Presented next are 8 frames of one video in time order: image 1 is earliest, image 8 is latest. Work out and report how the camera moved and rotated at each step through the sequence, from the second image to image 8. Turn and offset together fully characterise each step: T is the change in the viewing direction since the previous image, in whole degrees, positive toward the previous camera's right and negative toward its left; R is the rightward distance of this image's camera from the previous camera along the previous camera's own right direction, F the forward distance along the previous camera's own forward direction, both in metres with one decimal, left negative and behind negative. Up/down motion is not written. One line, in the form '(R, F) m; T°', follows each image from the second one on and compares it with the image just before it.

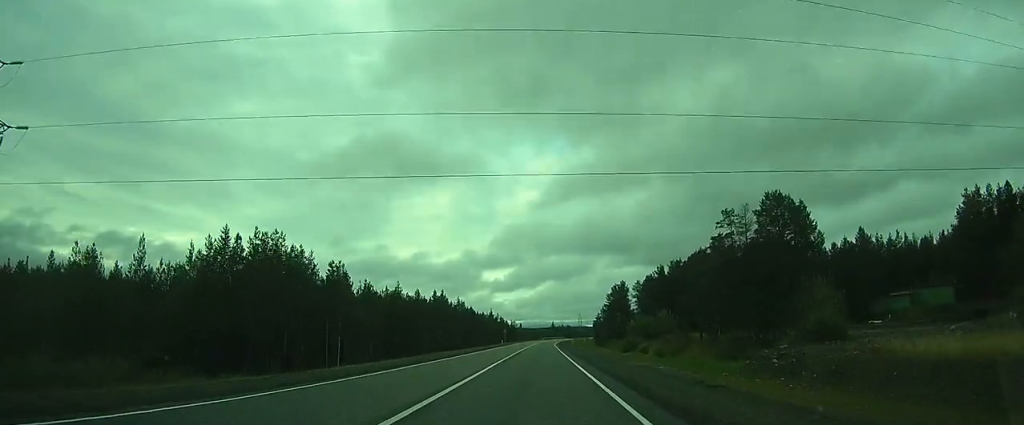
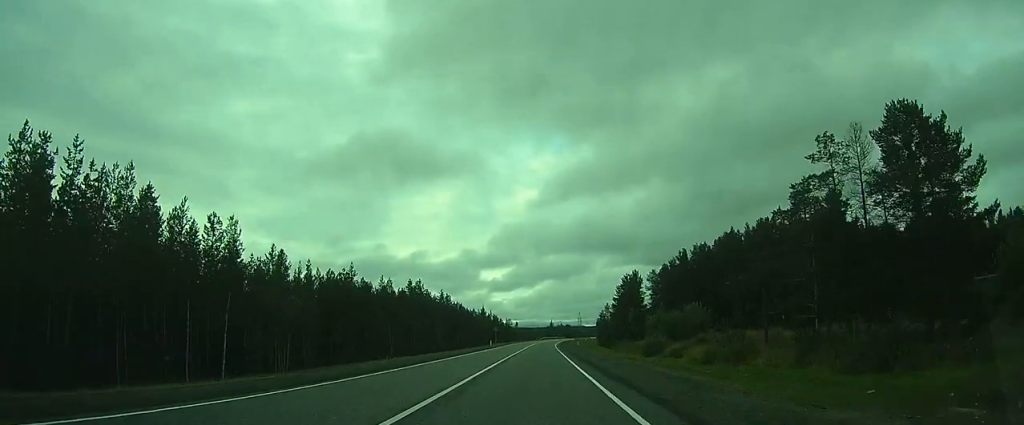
(-0.1, +17.9) m; 0°
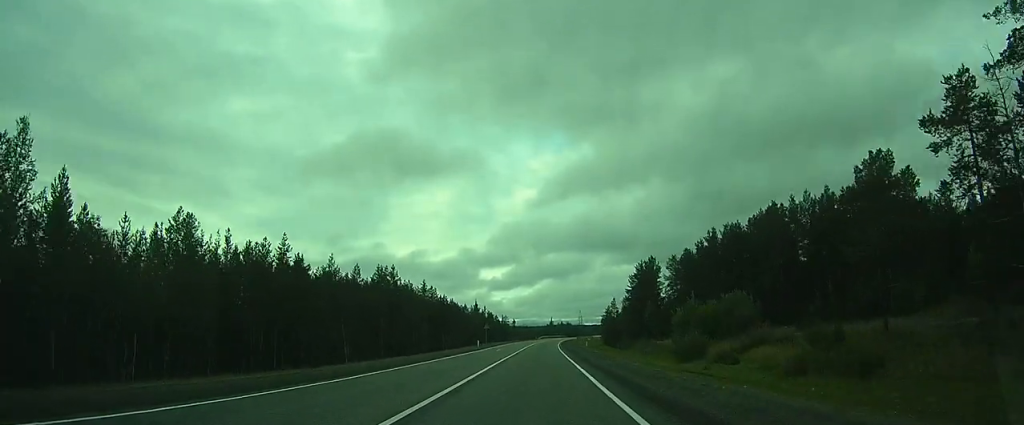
(-0.1, +15.5) m; 0°
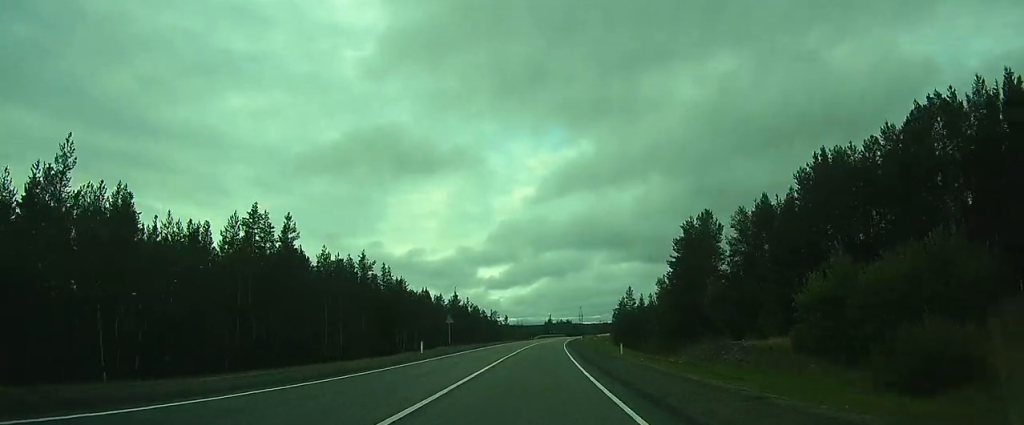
(0.0, +32.8) m; 0°
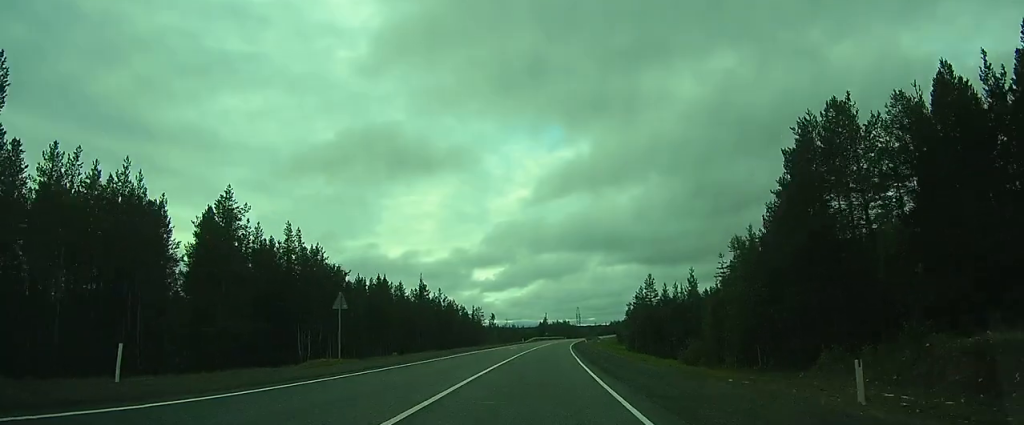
(0.0, +33.9) m; 0°
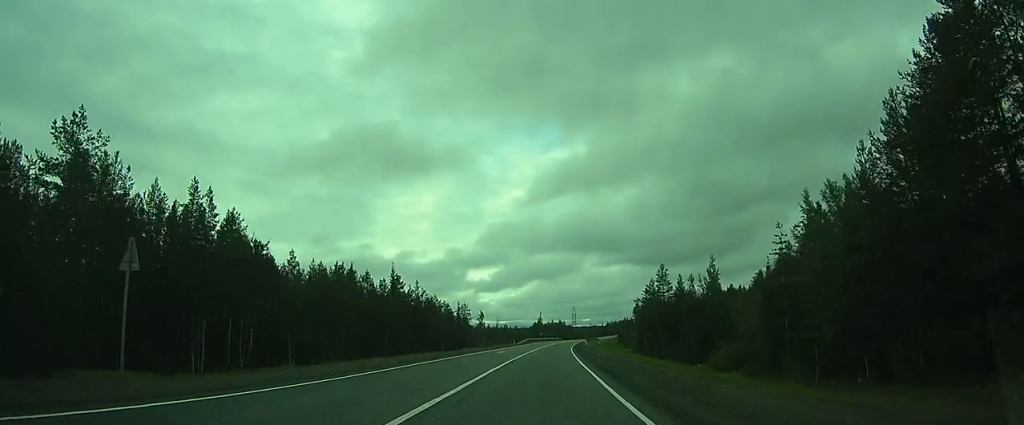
(0.0, +17.0) m; 0°
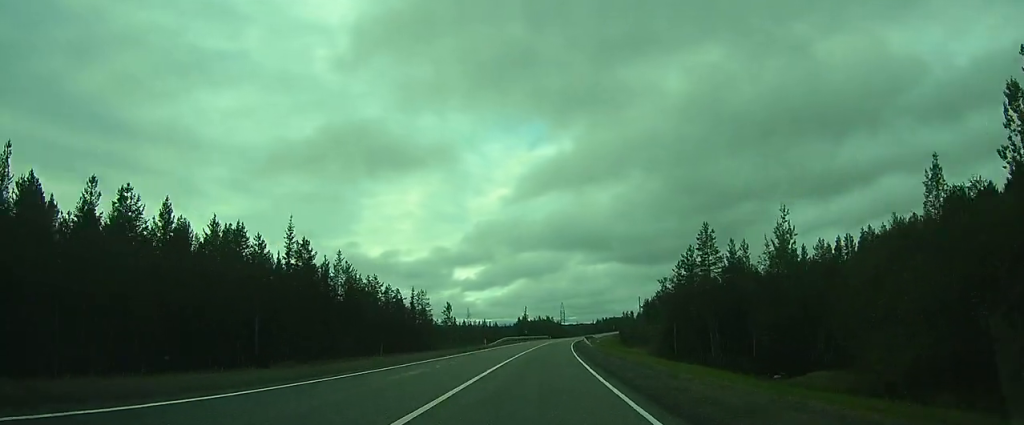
(+0.3, +32.3) m; +1°
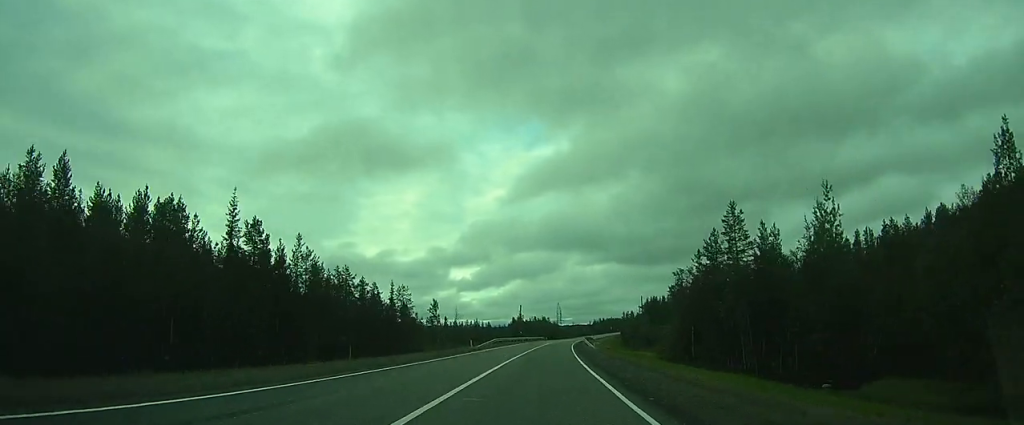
(0.0, +9.8) m; 0°
